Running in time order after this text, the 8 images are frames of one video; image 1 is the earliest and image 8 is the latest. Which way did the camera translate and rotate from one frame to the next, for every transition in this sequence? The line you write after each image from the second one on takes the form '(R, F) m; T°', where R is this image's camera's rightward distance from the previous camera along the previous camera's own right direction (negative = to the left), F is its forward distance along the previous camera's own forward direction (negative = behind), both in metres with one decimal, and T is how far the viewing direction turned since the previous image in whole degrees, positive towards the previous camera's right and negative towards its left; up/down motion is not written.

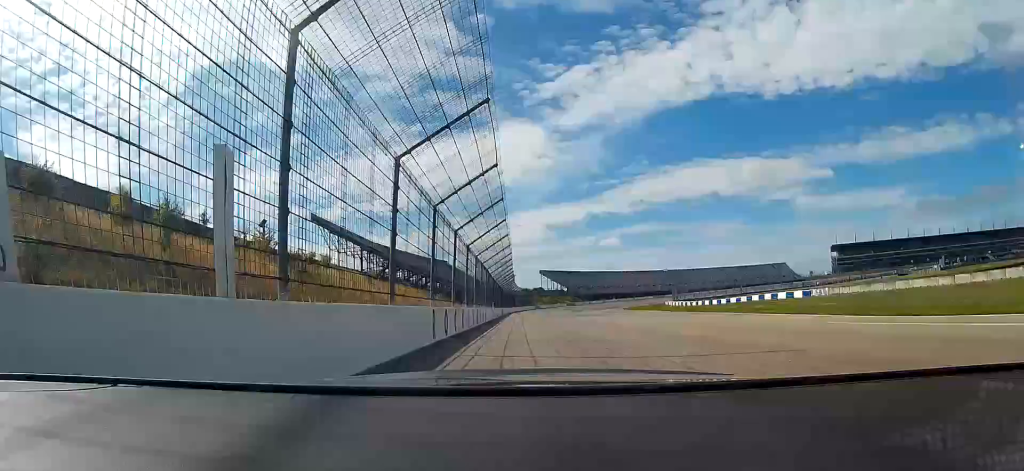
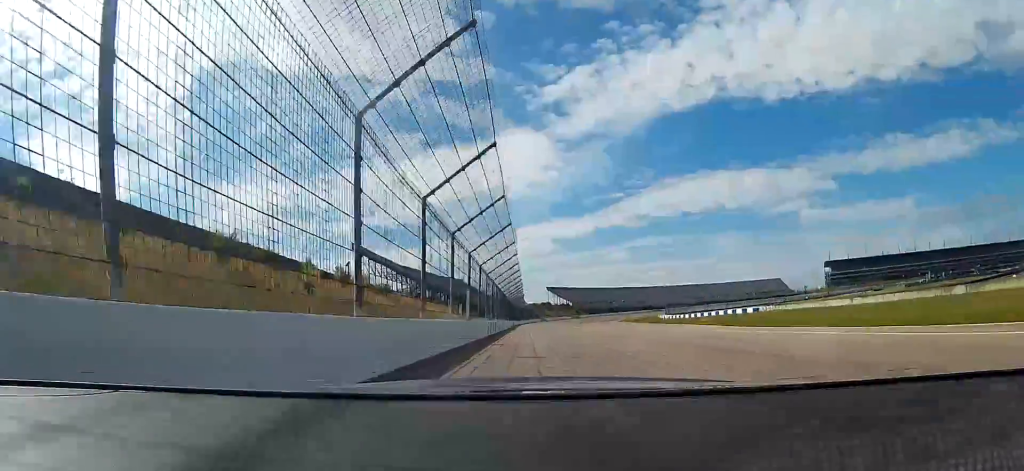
(-0.1, +27.4) m; -1°
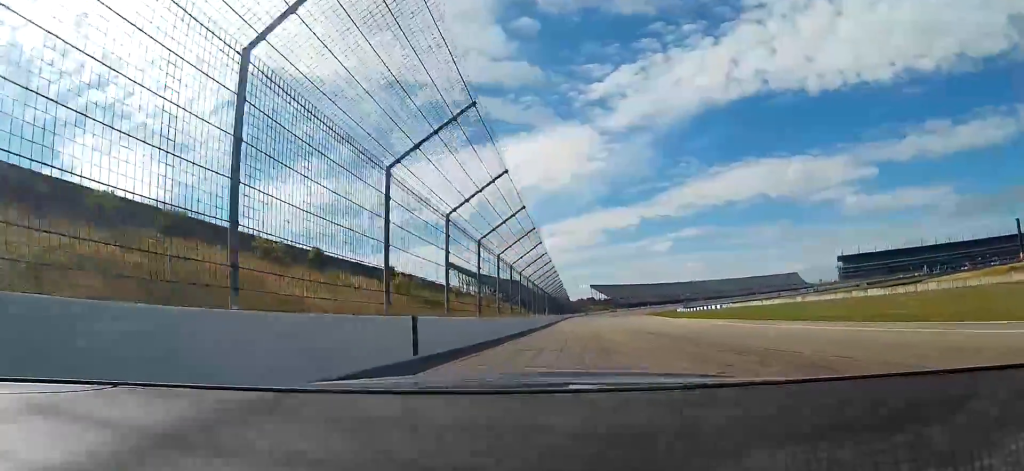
(-2.1, +66.8) m; -9°
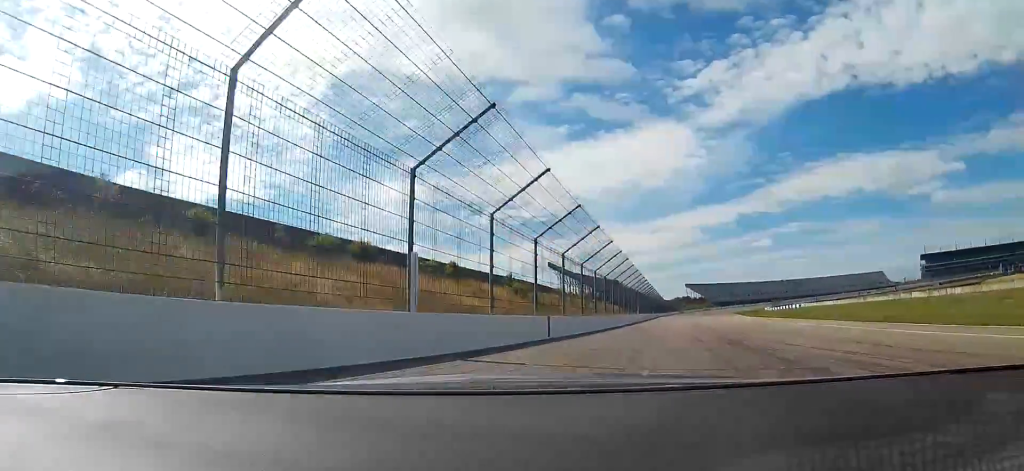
(-0.4, +15.7) m; -11°
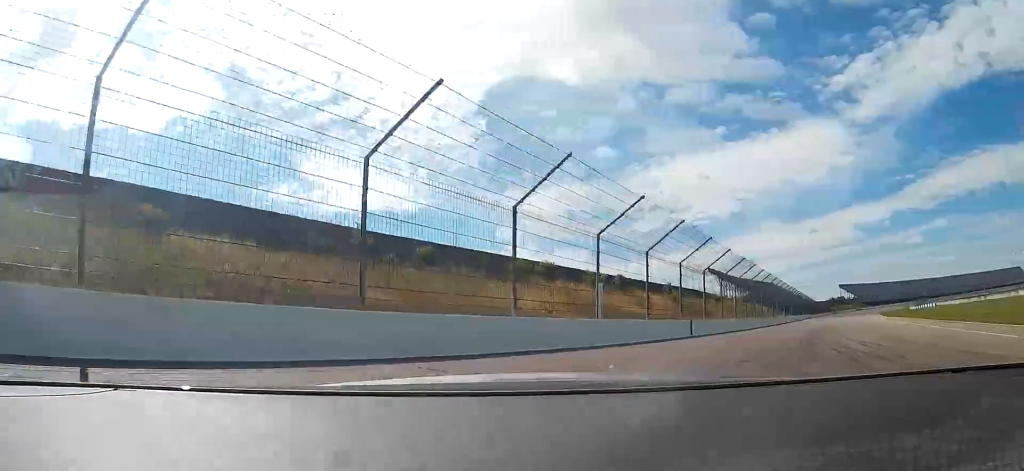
(-1.8, +12.0) m; -15°
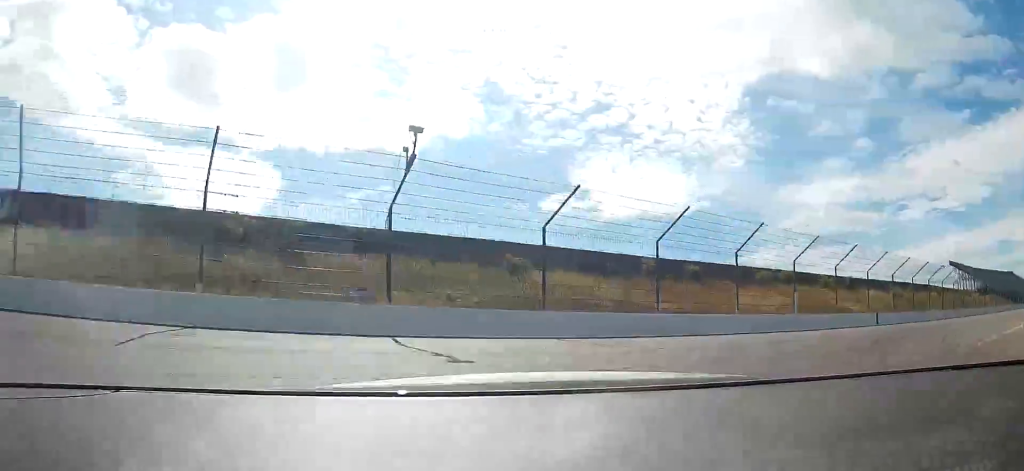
(-3.7, +17.9) m; -25°
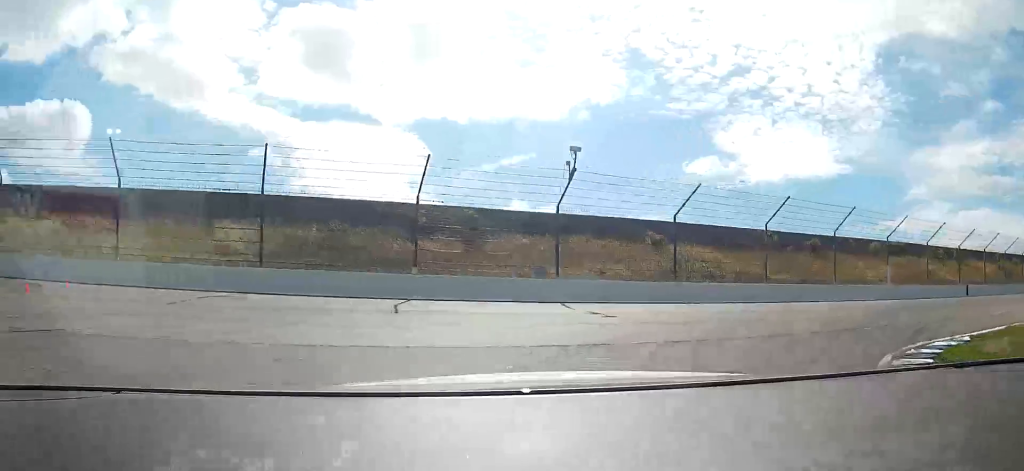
(-1.3, +8.2) m; -13°
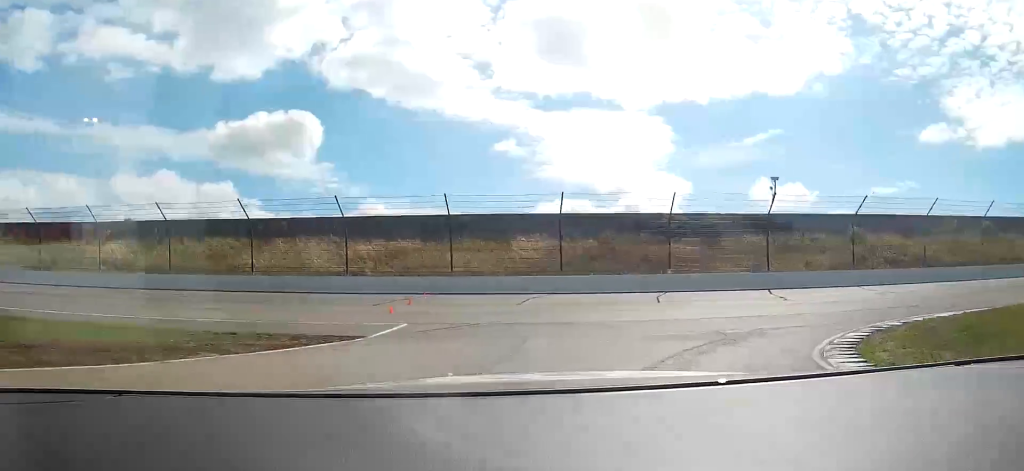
(-2.2, +13.4) m; -23°
